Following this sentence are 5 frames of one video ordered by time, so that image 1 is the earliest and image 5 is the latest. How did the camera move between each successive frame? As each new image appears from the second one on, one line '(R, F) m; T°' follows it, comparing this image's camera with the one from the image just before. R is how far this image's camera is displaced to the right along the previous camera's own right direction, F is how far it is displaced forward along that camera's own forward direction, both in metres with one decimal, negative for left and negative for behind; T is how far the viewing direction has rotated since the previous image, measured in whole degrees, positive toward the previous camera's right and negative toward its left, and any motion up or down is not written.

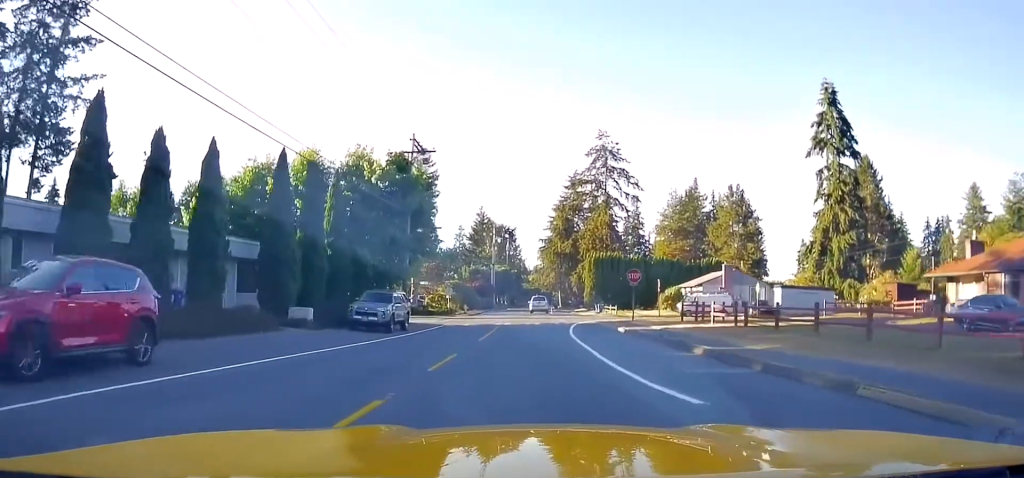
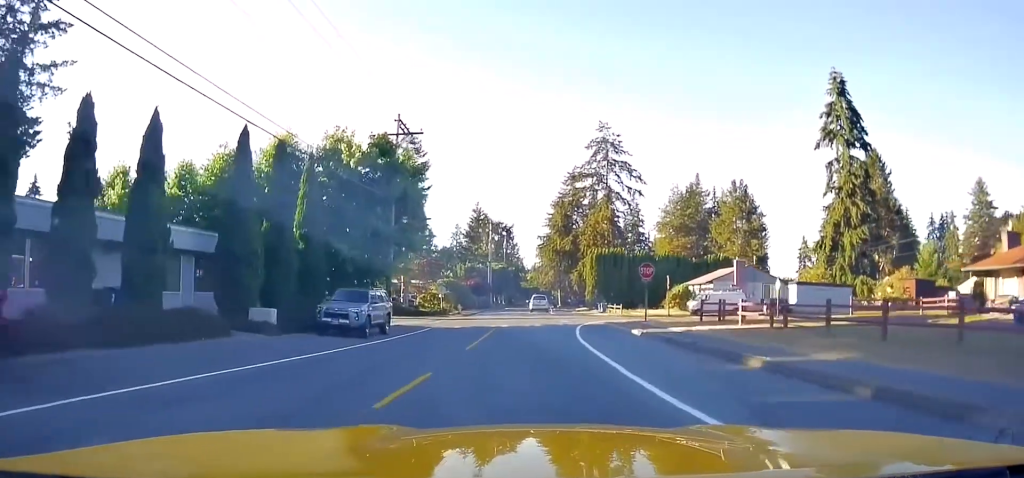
(-0.3, +4.1) m; -1°
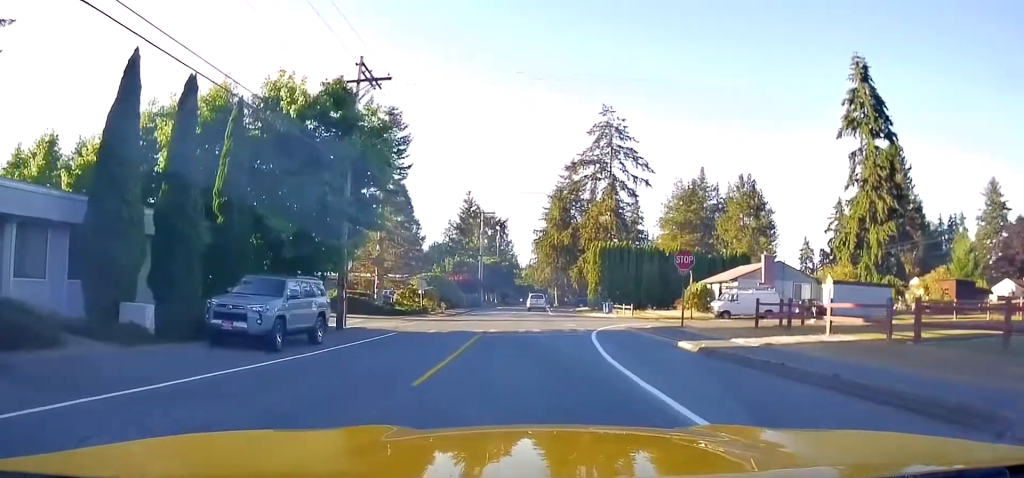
(-0.3, +8.6) m; 0°
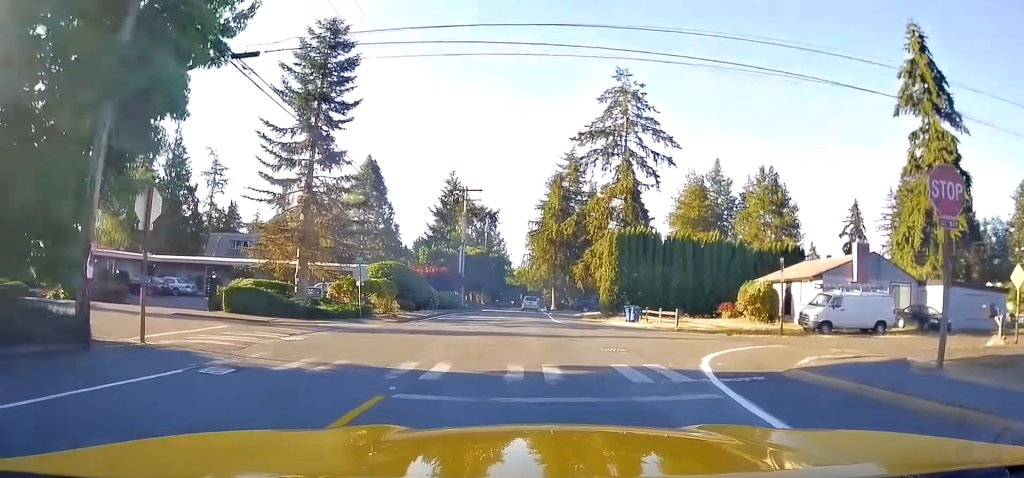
(+0.3, +18.4) m; -2°
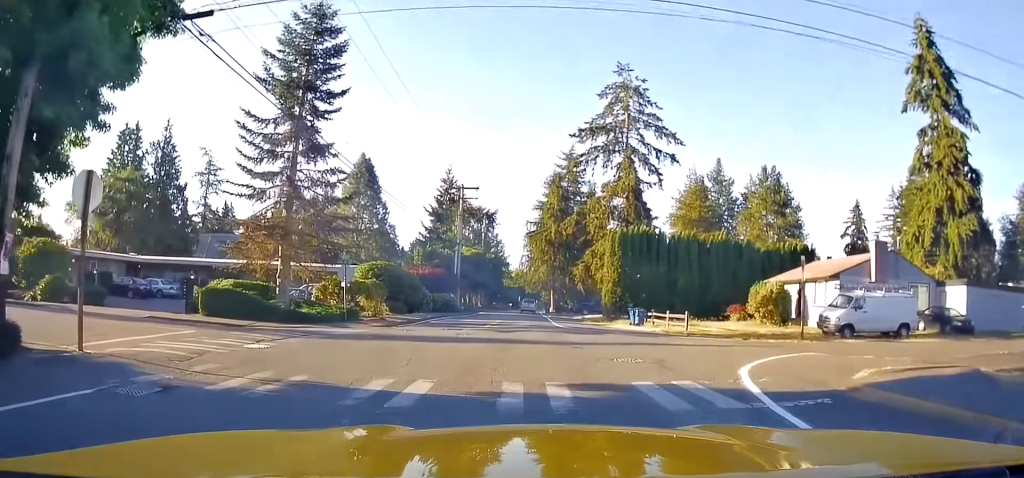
(-0.1, +3.2) m; +1°
